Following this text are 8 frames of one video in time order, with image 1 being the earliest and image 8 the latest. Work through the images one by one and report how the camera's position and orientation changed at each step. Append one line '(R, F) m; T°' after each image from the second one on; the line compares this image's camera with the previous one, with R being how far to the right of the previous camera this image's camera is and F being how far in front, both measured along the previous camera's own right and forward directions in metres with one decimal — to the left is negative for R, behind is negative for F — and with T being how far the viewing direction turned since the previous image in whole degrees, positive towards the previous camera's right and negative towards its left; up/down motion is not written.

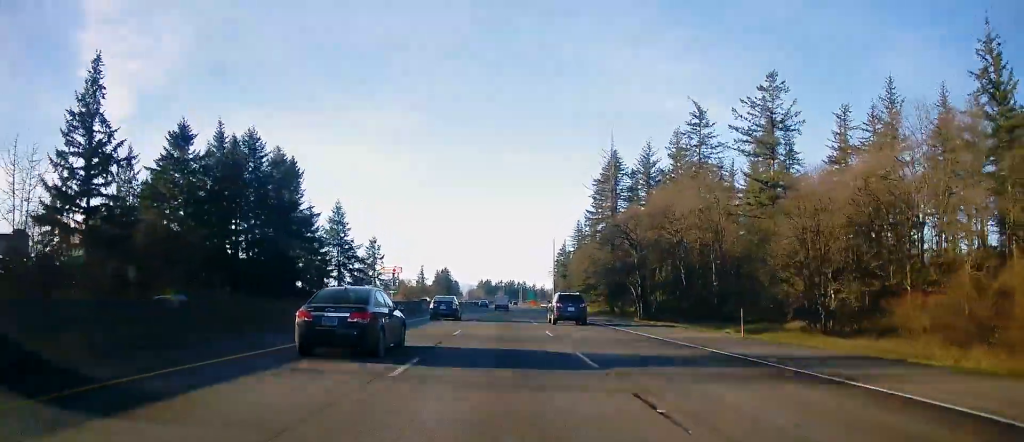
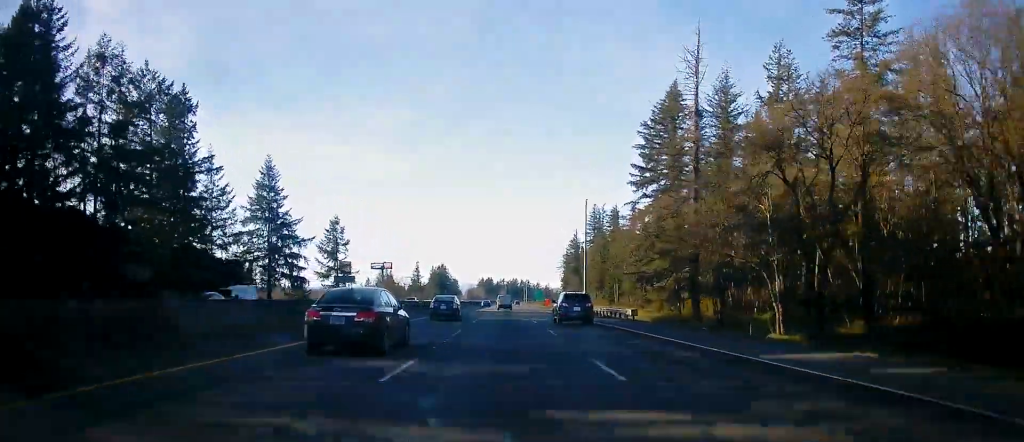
(+0.4, +48.8) m; 0°
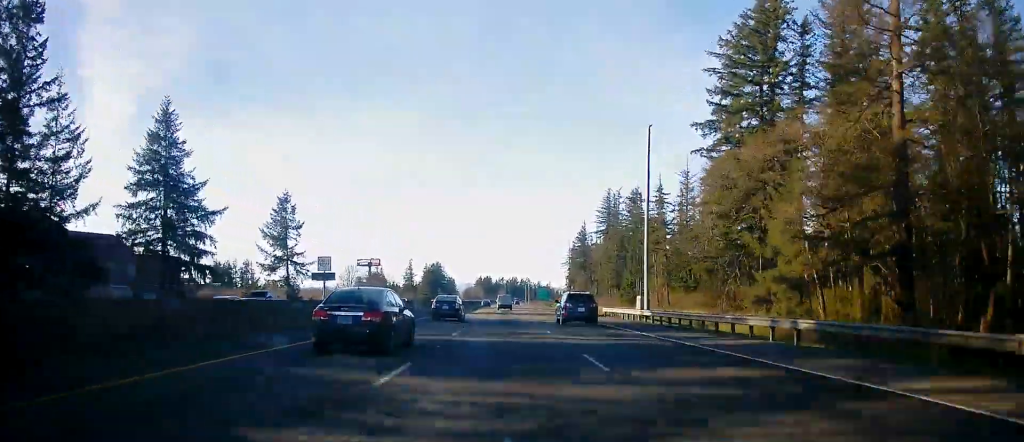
(-0.1, +36.6) m; 0°
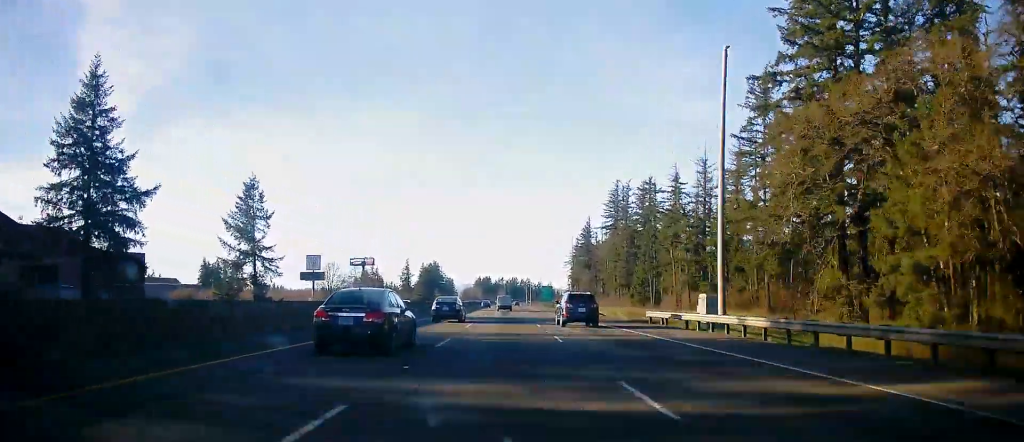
(0.0, +16.7) m; 0°
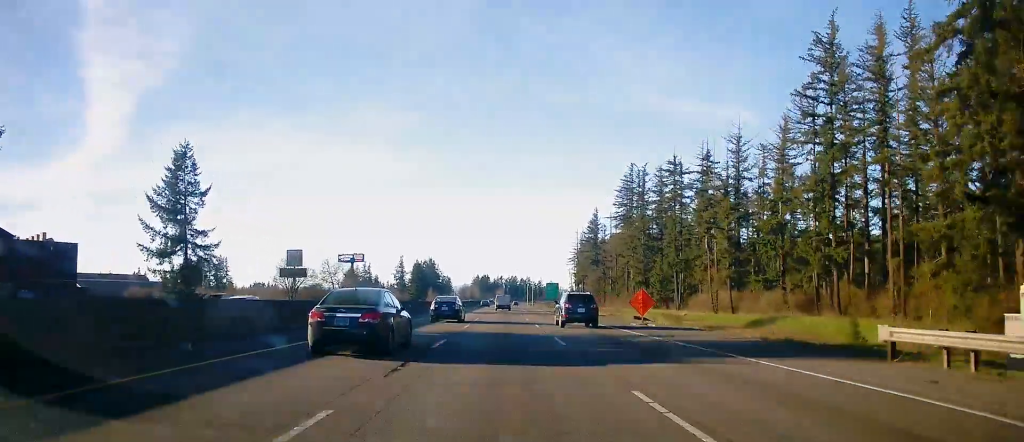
(0.0, +24.4) m; 0°
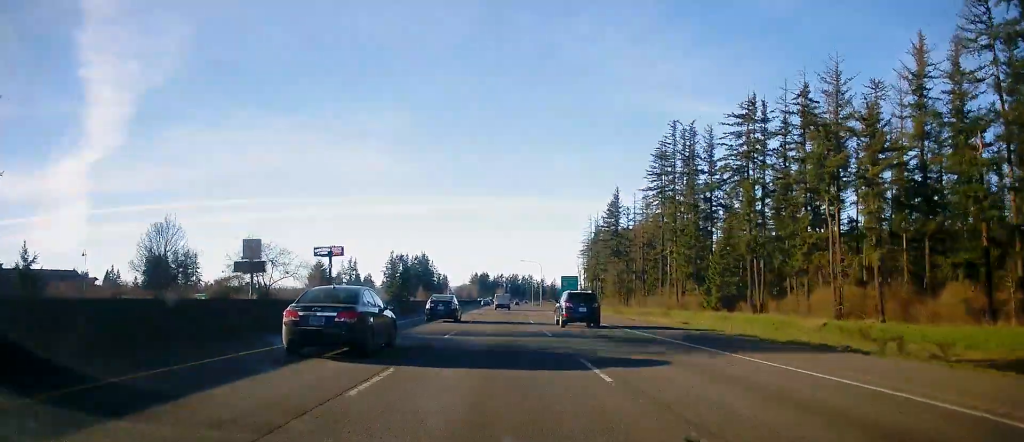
(0.0, +44.4) m; 0°
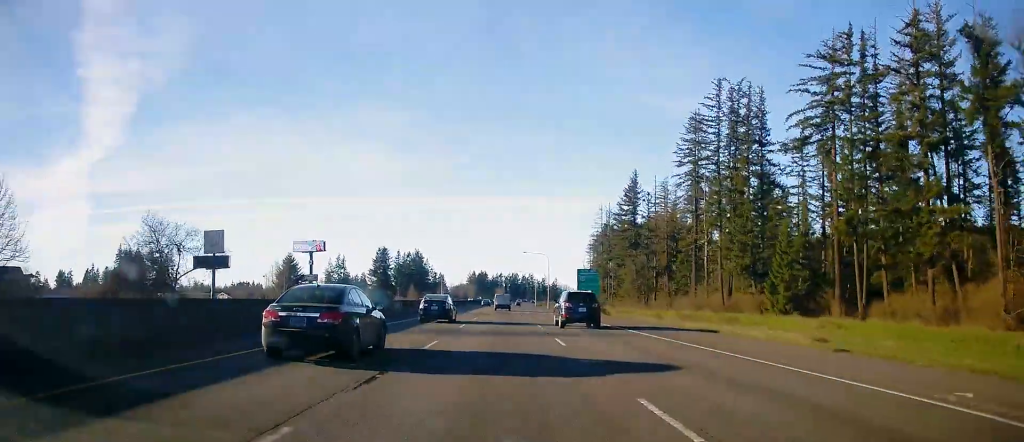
(-0.1, +29.0) m; 0°
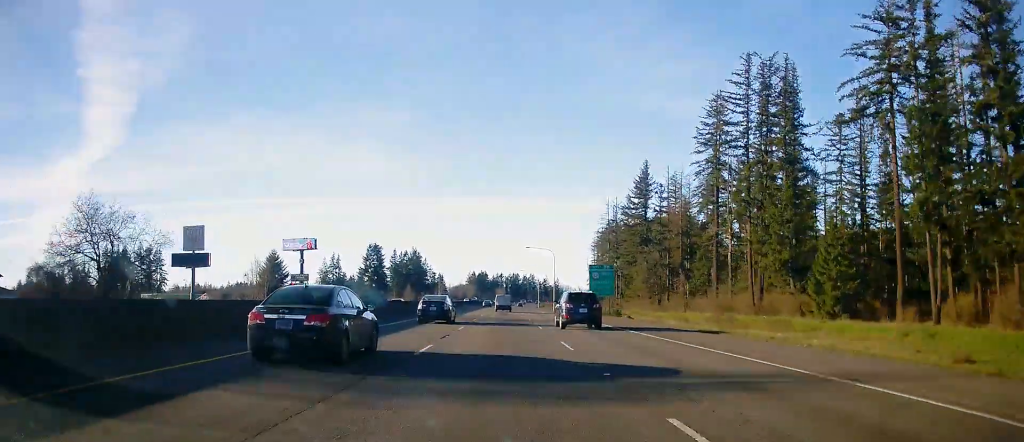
(-0.1, +13.4) m; 0°
